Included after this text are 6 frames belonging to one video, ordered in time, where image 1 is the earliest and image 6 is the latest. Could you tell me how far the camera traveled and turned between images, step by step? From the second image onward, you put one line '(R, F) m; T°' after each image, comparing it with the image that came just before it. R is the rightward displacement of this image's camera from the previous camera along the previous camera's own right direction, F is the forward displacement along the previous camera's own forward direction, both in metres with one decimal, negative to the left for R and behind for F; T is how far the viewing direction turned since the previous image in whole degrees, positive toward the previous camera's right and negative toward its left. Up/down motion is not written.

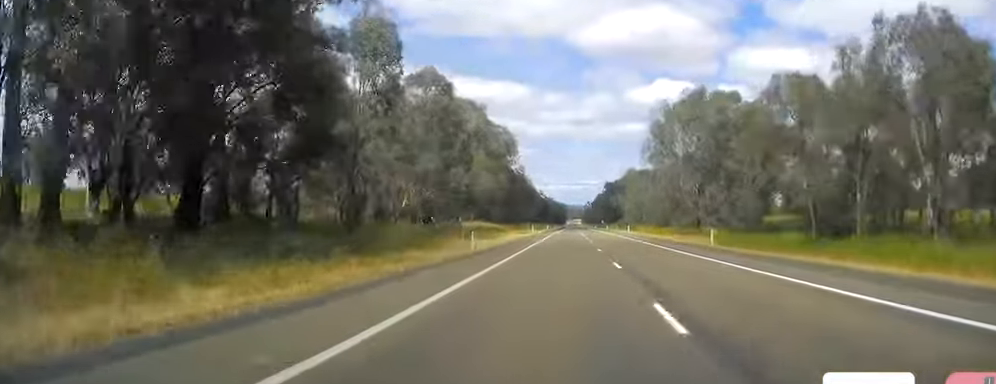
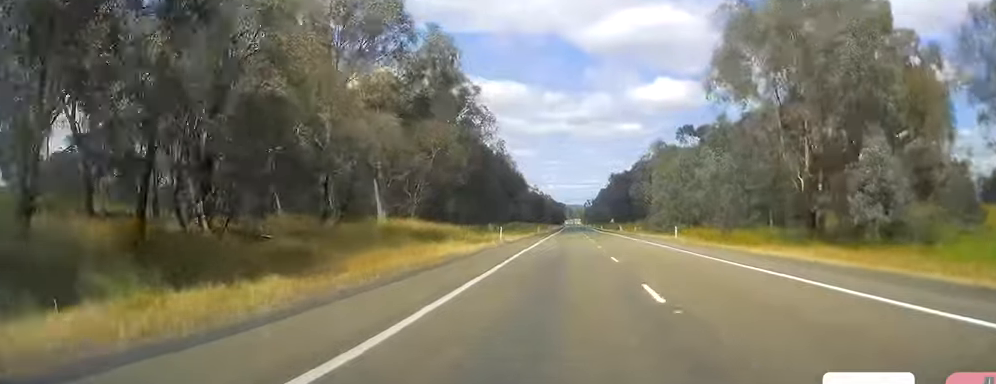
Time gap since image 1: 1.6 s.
(-0.5, +45.1) m; -1°
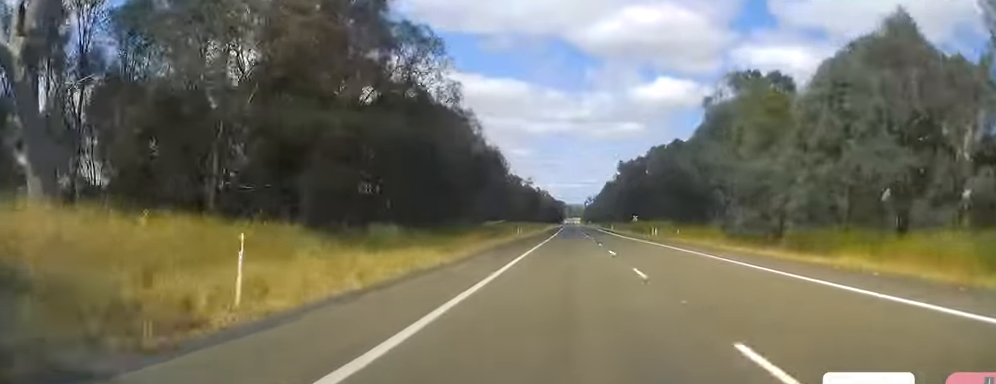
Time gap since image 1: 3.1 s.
(+0.1, +43.9) m; 0°
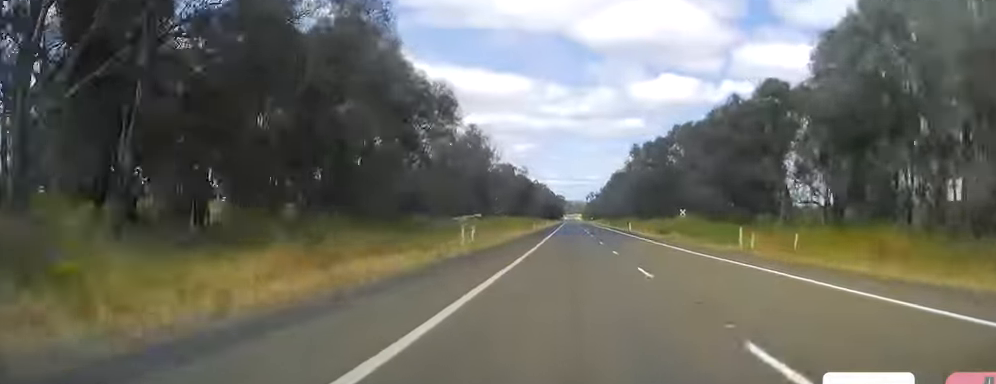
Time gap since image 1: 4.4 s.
(+0.4, +36.6) m; 0°
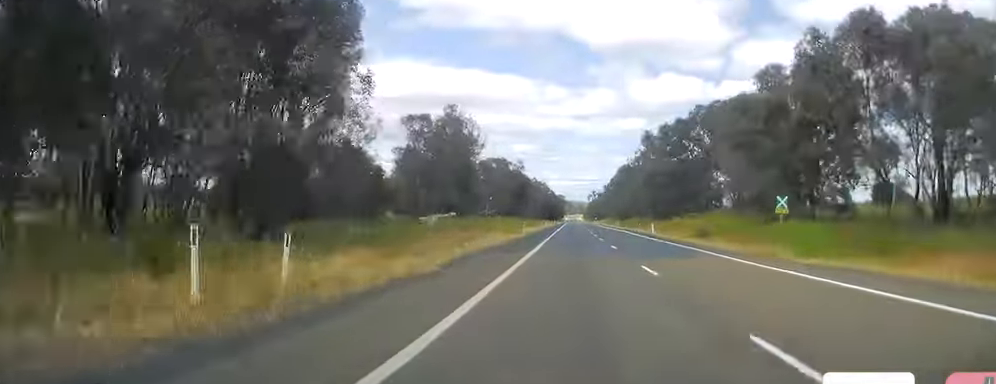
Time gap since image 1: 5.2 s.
(-0.4, +24.0) m; -1°
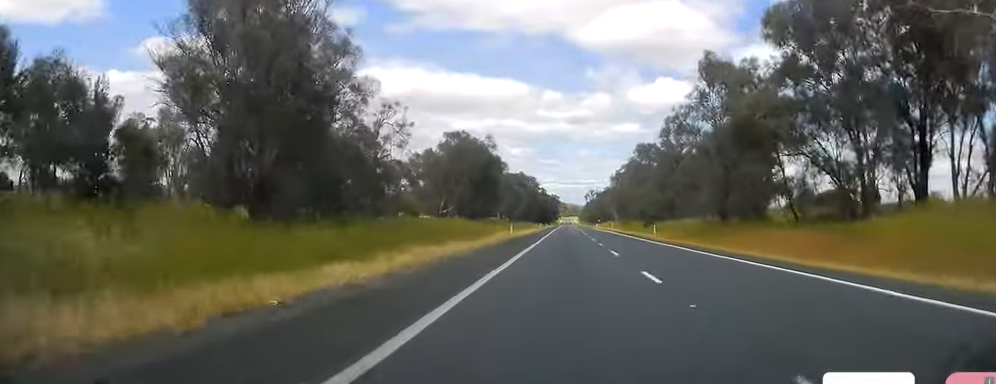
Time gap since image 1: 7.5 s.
(+1.6, +66.0) m; +2°
